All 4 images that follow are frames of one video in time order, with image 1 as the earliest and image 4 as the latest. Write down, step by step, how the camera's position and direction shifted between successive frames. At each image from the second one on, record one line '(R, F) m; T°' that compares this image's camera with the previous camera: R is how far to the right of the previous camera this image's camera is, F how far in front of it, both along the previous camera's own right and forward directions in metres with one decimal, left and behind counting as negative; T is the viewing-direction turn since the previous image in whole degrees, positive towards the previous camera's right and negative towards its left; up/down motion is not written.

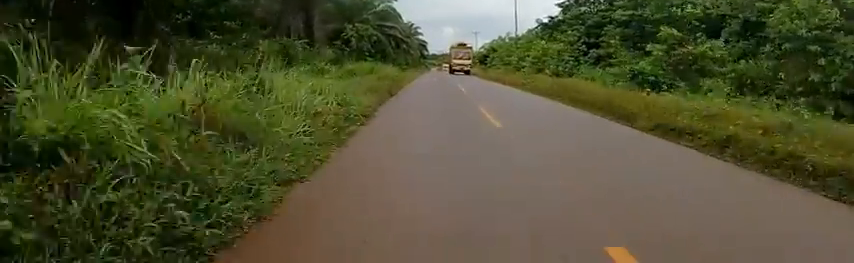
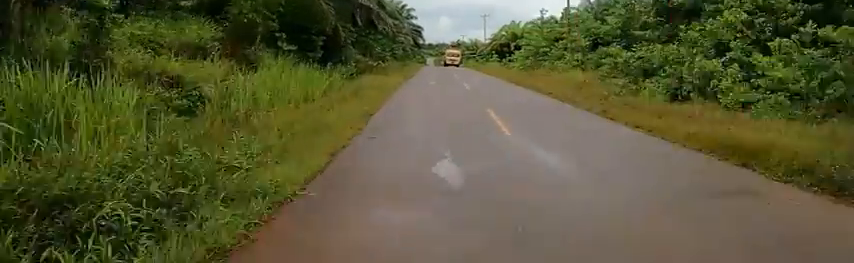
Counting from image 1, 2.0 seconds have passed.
(0.0, +26.3) m; 0°
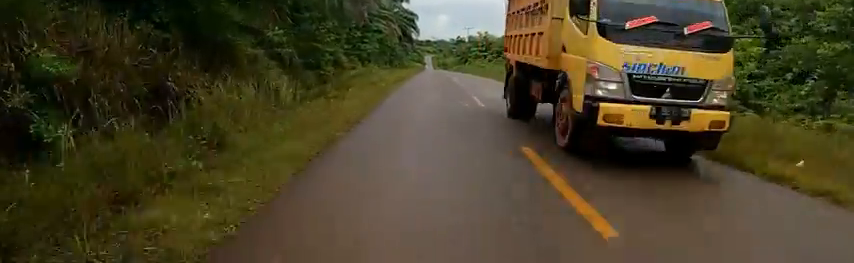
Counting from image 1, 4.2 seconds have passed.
(0.0, +29.4) m; 0°
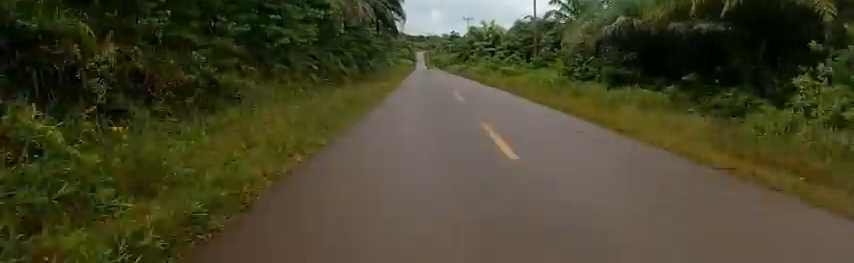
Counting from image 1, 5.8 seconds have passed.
(+0.2, +22.0) m; +6°
